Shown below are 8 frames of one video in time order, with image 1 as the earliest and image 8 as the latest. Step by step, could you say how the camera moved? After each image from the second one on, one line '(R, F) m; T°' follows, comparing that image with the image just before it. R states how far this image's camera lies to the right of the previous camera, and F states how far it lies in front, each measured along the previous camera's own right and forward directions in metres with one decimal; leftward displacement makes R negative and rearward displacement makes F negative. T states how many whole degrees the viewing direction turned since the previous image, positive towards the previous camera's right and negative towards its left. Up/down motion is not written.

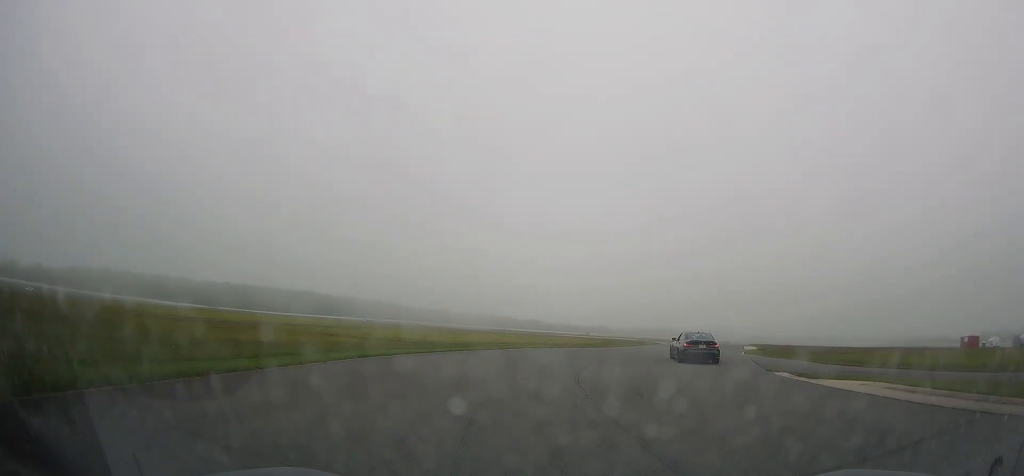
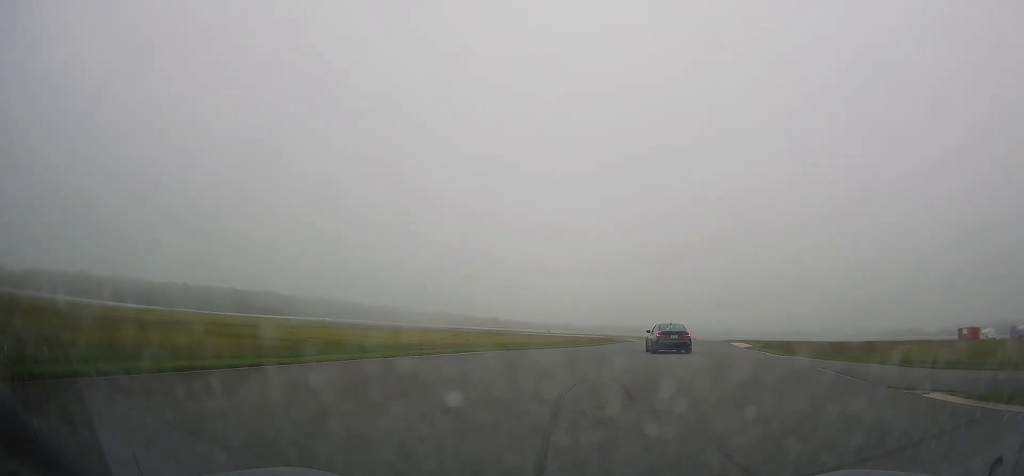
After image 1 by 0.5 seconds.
(+0.1, +12.2) m; +3°
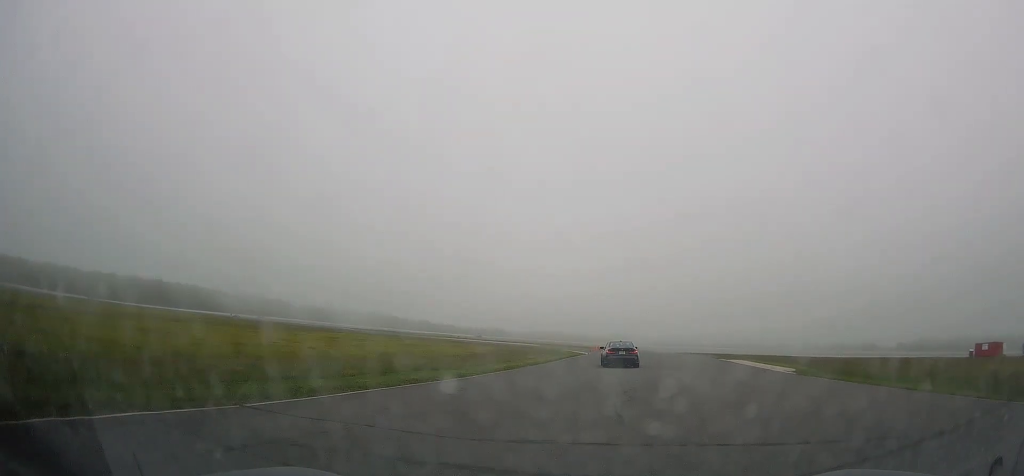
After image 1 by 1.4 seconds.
(+1.5, +25.4) m; +7°
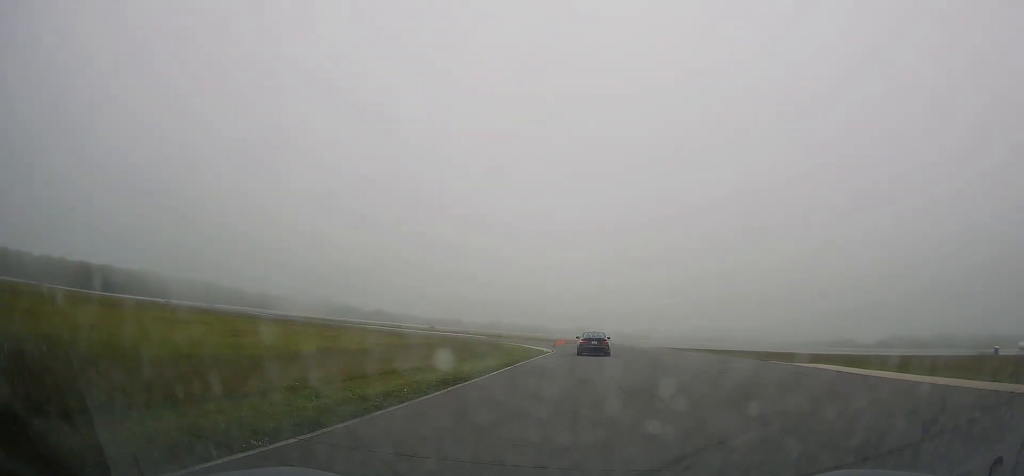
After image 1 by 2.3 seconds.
(+1.4, +24.4) m; +4°
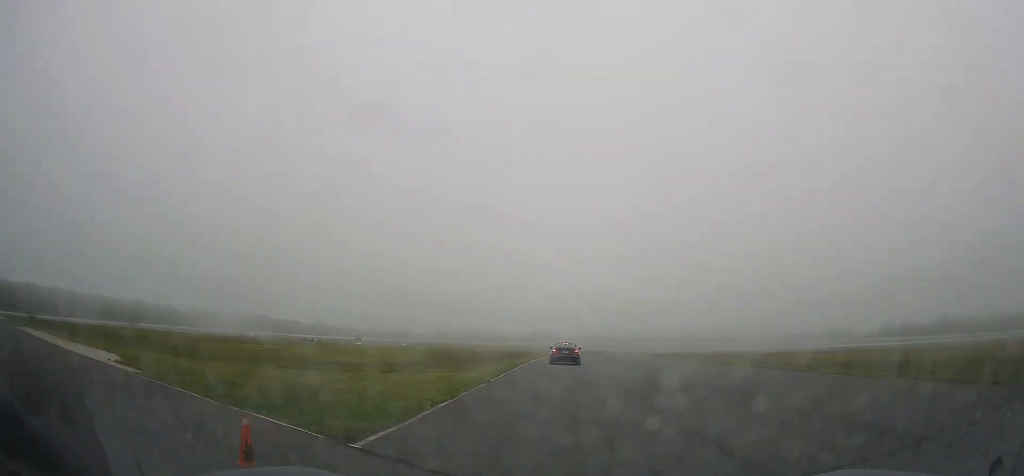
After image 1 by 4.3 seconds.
(+3.3, +58.4) m; +5°
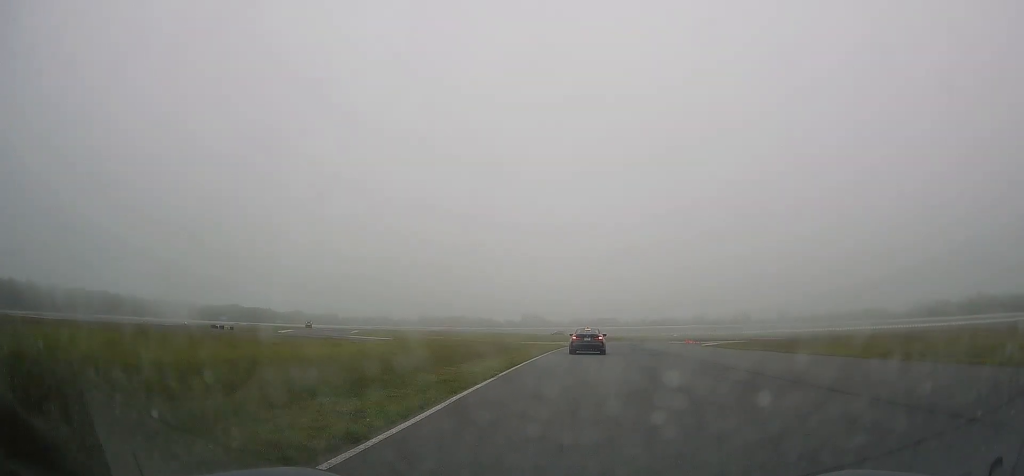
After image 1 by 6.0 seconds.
(+0.6, +52.4) m; +1°
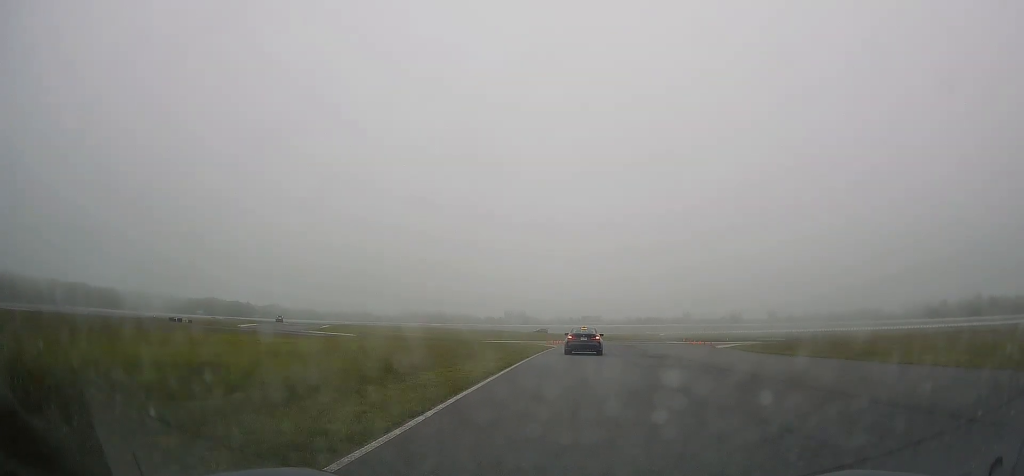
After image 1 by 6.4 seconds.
(0.0, +12.8) m; 0°
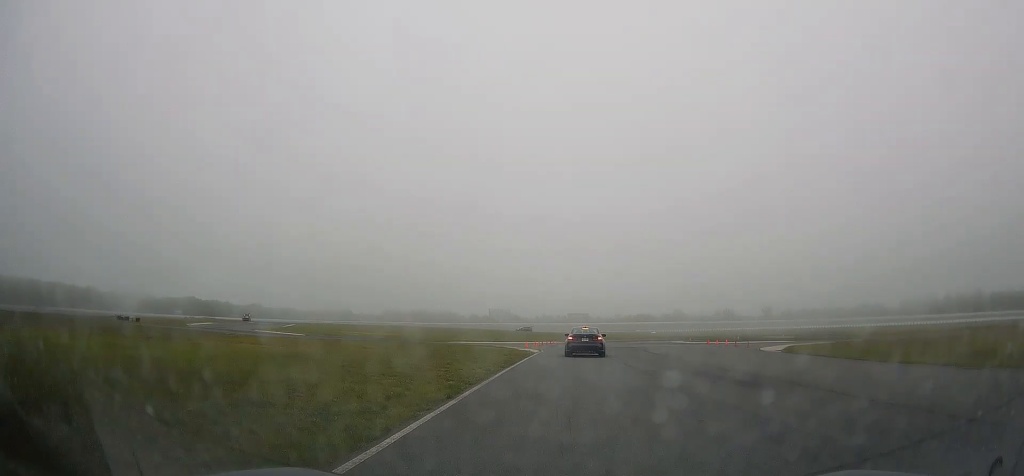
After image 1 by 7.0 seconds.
(+0.1, +16.1) m; +1°
